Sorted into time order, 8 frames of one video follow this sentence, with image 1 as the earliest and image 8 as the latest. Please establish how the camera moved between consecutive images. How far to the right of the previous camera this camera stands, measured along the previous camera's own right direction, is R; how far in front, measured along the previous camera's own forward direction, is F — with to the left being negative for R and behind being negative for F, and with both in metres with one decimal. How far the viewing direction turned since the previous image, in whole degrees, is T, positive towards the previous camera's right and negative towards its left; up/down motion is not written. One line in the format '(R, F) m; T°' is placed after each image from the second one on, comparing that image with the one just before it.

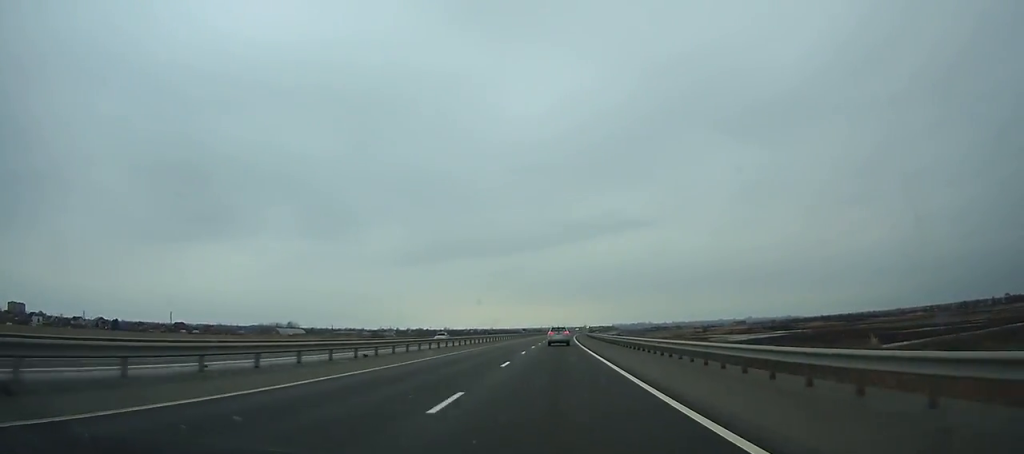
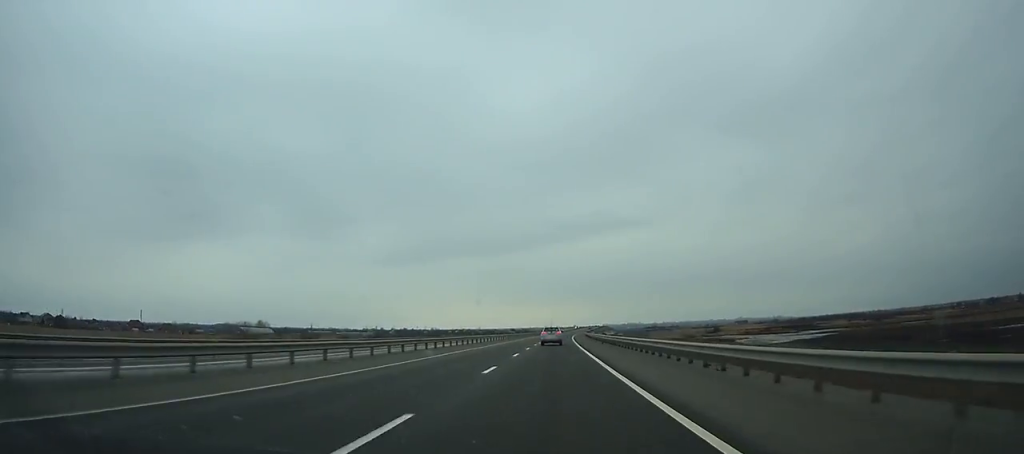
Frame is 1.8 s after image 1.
(+0.5, +50.6) m; +1°
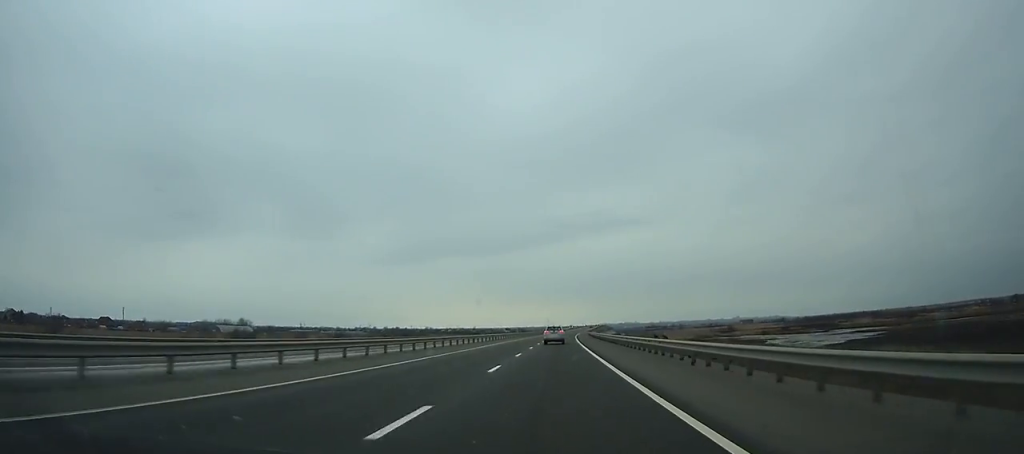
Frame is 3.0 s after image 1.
(0.0, +33.8) m; +1°
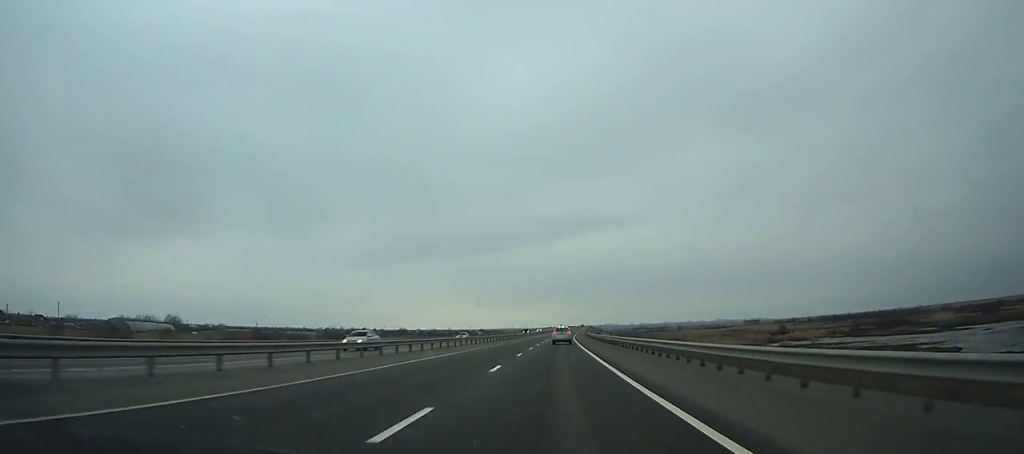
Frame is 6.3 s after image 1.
(+1.5, +93.1) m; +2°
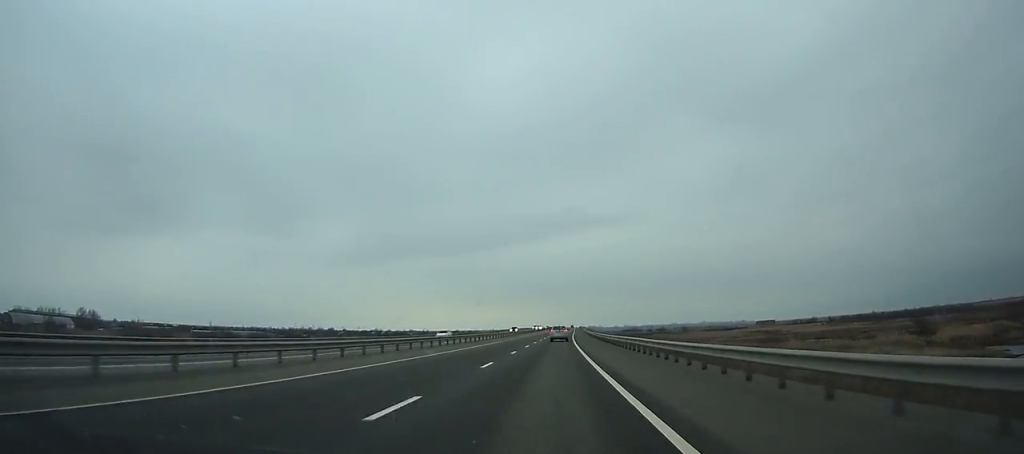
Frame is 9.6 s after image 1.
(+1.7, +93.5) m; +2°
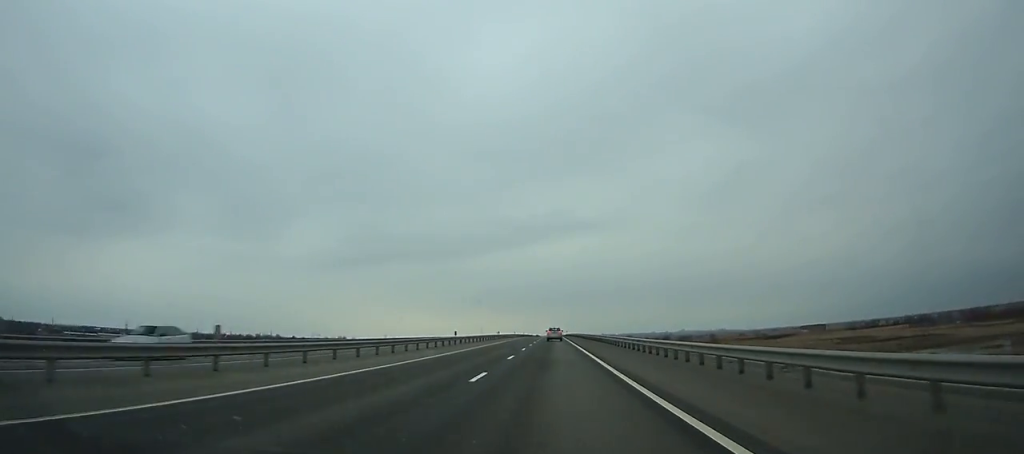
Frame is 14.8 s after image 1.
(+2.5, +148.0) m; +1°
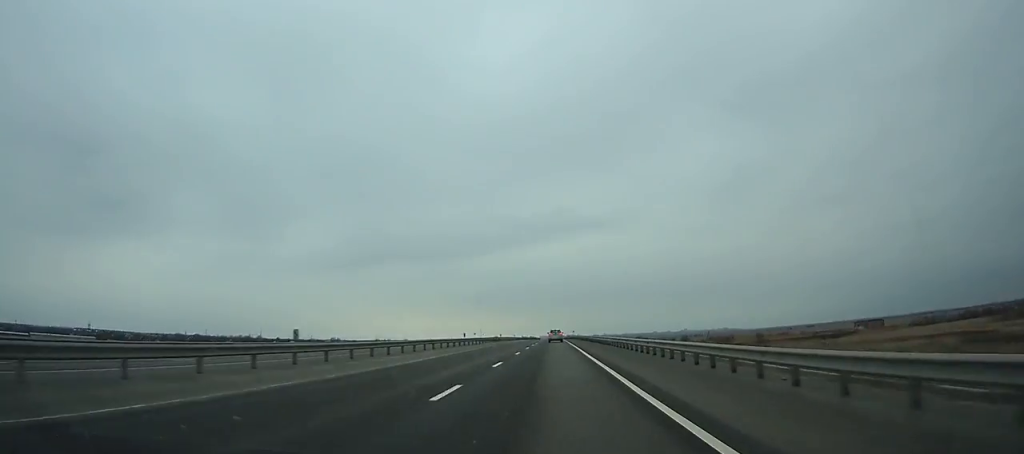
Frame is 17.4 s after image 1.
(+0.1, +74.4) m; 0°
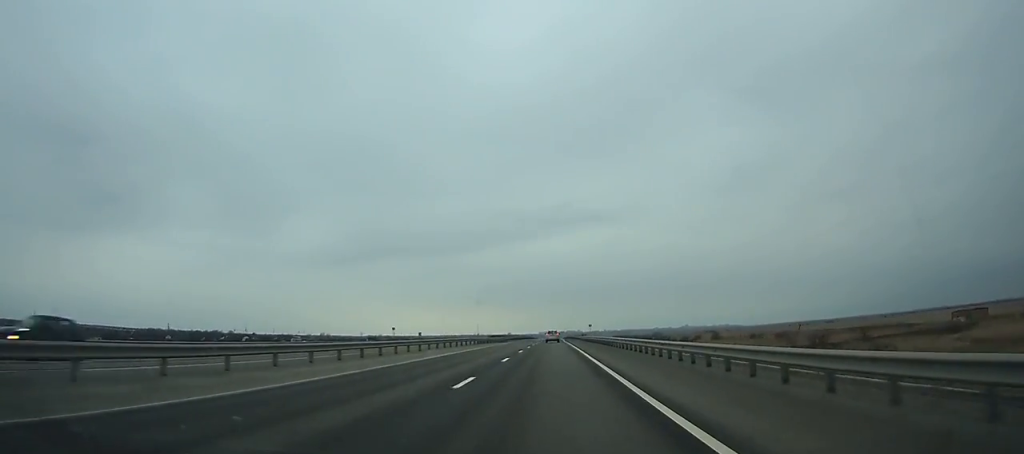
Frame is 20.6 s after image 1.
(+0.2, +92.2) m; 0°
